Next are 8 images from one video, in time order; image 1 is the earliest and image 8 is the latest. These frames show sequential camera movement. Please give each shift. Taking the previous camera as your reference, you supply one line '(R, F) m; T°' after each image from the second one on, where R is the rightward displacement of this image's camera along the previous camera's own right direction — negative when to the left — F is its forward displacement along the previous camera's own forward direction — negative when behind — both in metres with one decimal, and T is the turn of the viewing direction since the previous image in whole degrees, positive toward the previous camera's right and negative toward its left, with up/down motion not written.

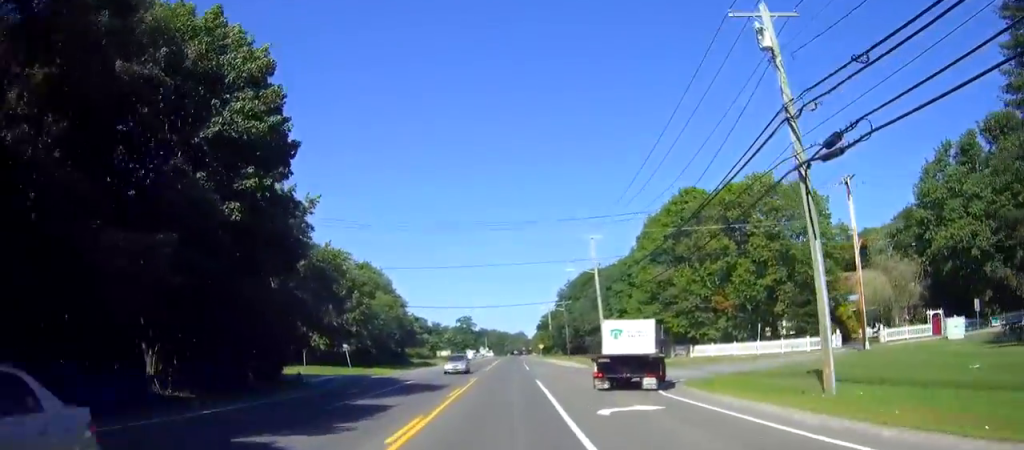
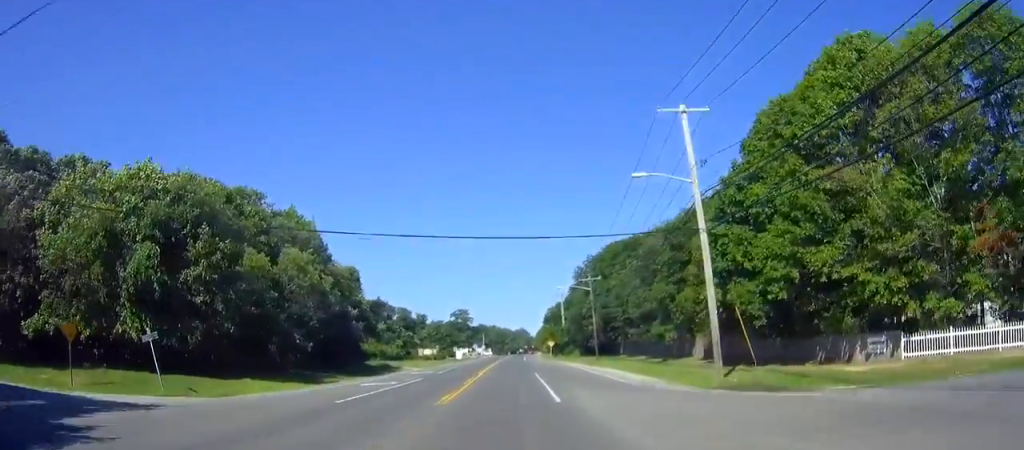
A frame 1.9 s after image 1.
(-0.2, +34.2) m; 0°
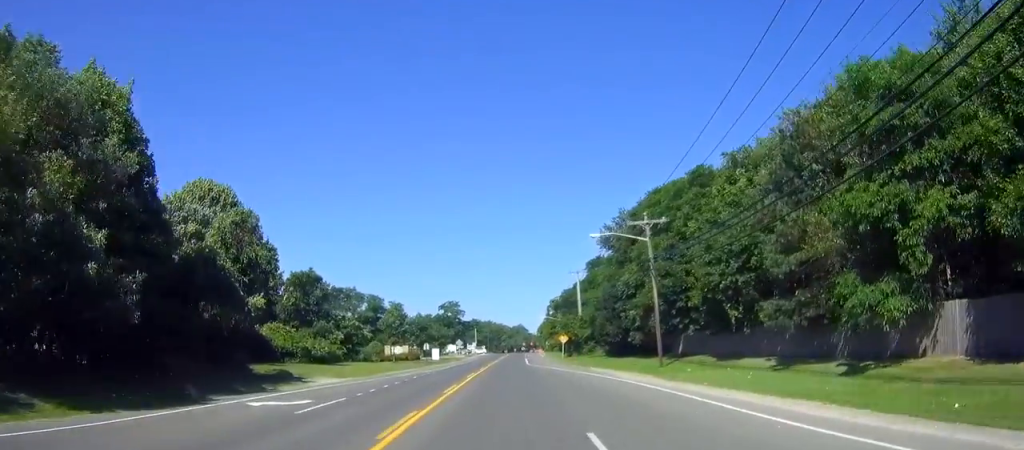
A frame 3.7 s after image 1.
(0.0, +32.5) m; 0°
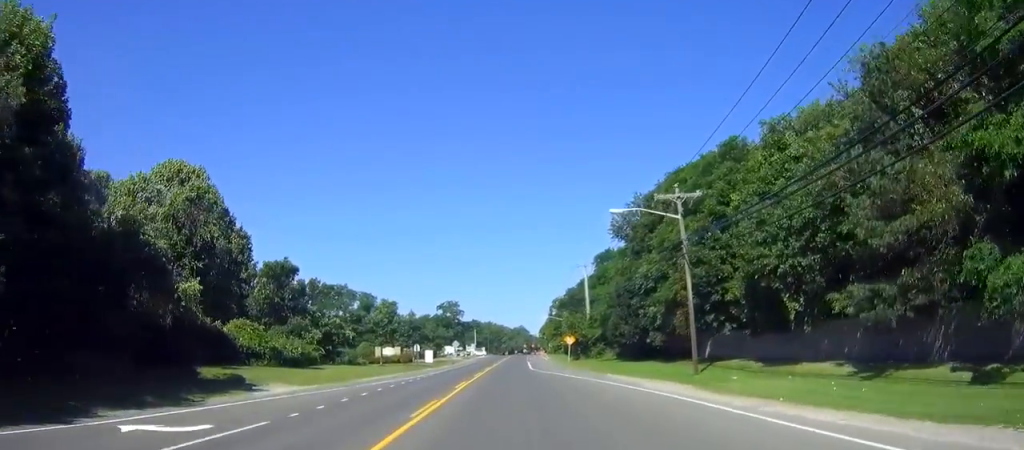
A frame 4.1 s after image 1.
(0.0, +7.8) m; 0°
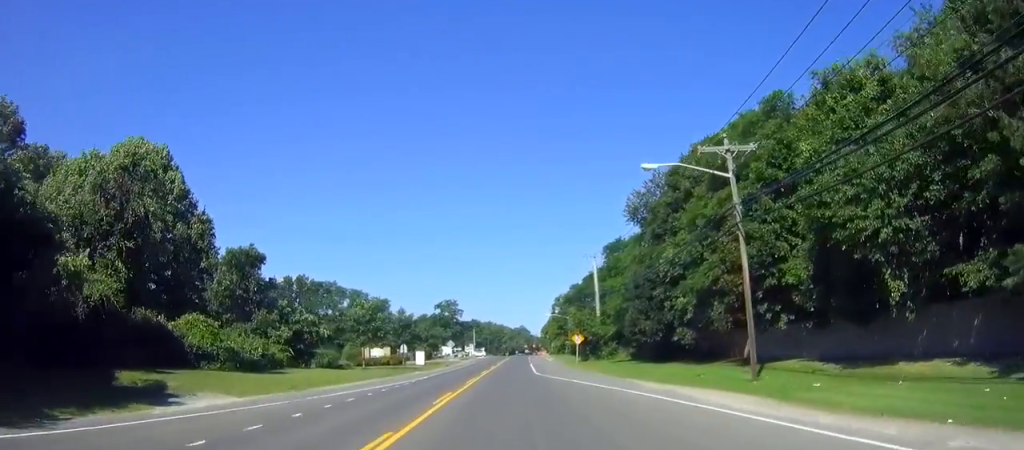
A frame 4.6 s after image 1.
(0.0, +8.3) m; 0°
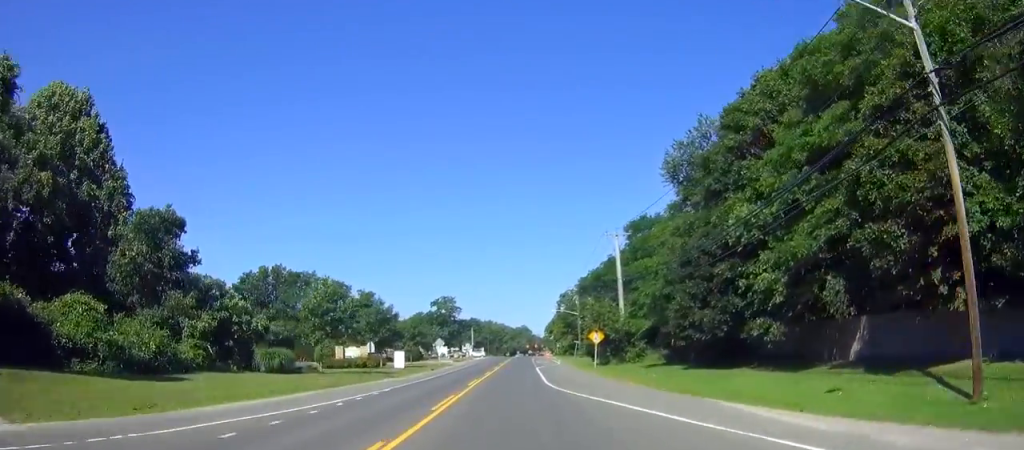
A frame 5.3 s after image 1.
(0.0, +13.7) m; 0°
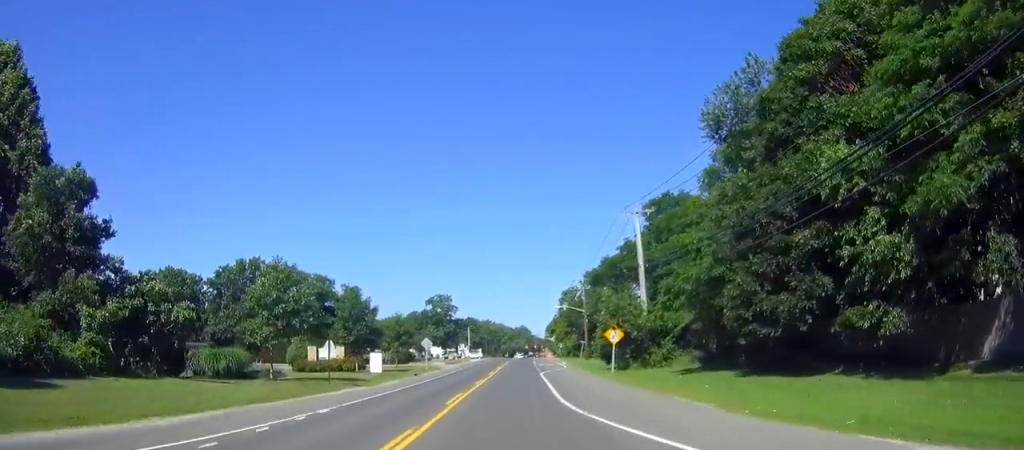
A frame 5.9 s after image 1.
(0.0, +9.6) m; 0°
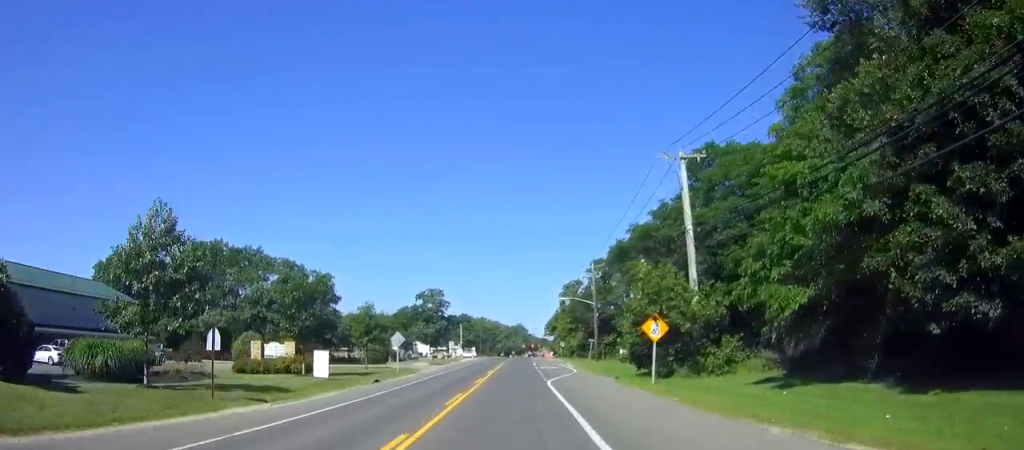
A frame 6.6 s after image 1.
(0.0, +13.3) m; 0°
